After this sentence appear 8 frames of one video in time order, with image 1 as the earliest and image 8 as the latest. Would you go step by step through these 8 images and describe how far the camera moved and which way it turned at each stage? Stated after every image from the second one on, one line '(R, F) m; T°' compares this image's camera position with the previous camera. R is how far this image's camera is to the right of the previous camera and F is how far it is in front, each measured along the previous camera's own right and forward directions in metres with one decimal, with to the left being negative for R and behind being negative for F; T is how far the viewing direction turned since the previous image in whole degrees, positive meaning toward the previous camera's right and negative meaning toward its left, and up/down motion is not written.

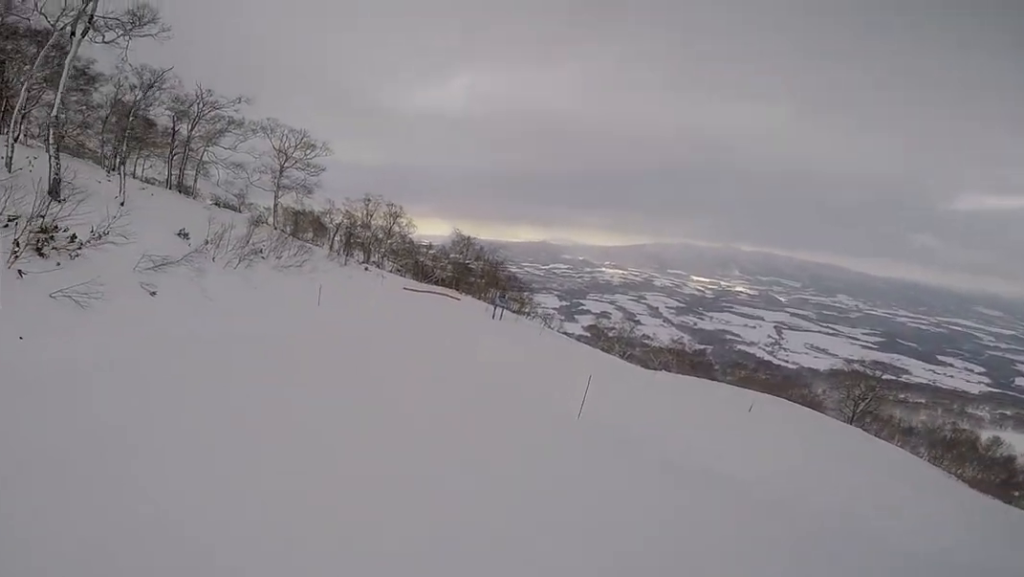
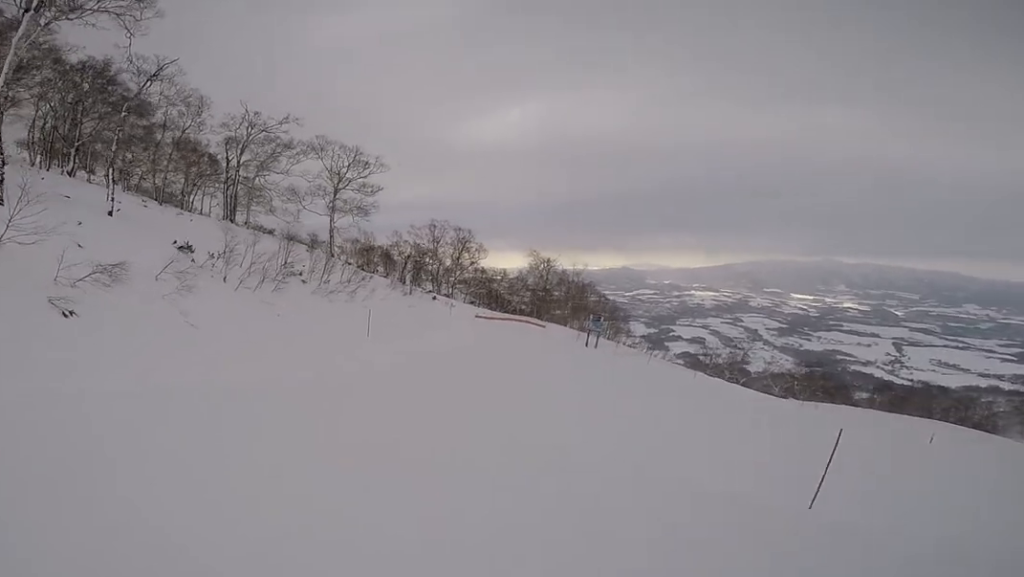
(-2.1, +6.9) m; -13°
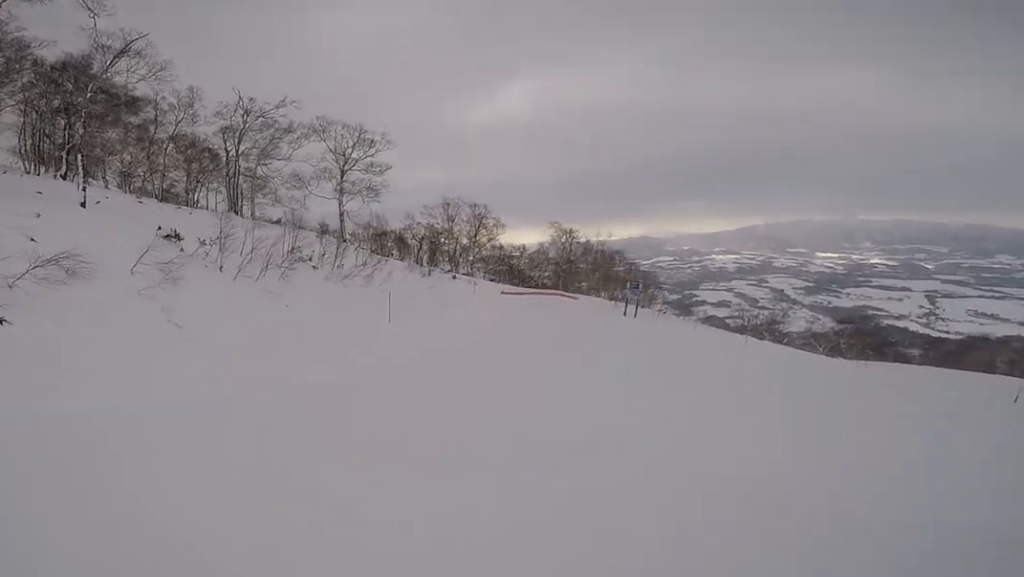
(+0.1, +3.0) m; +4°
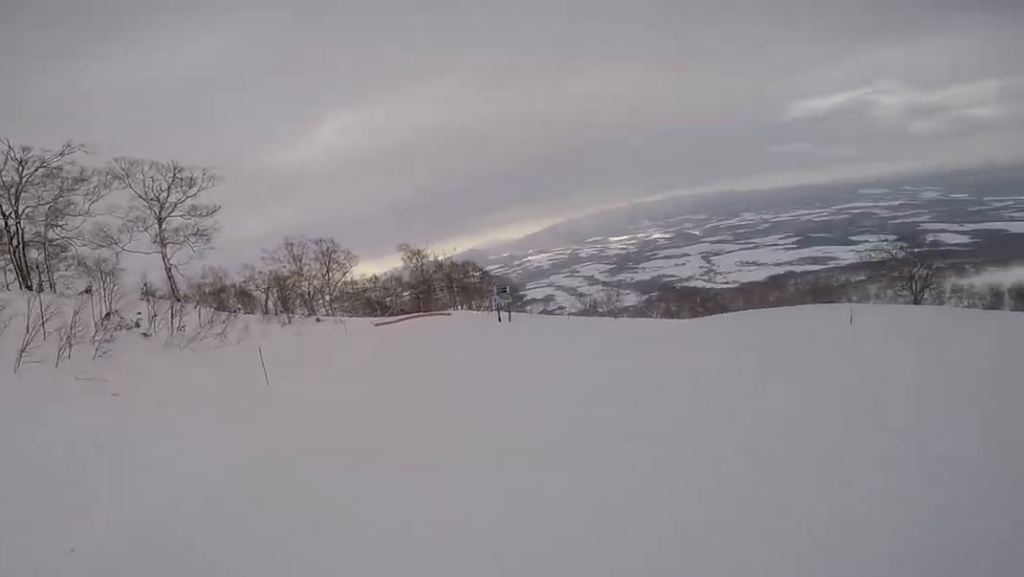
(+0.5, +5.1) m; +14°
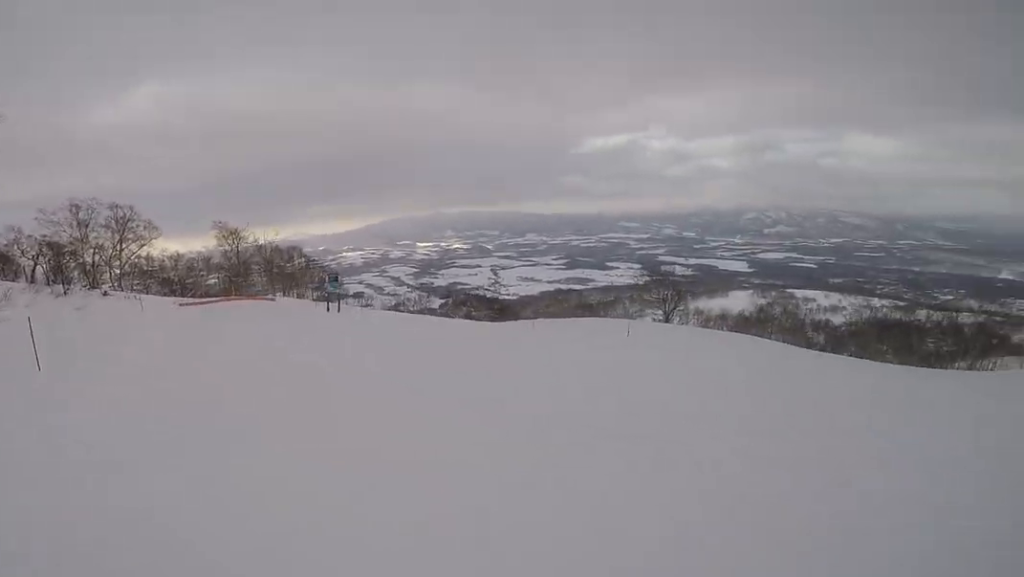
(-0.4, +2.8) m; +19°
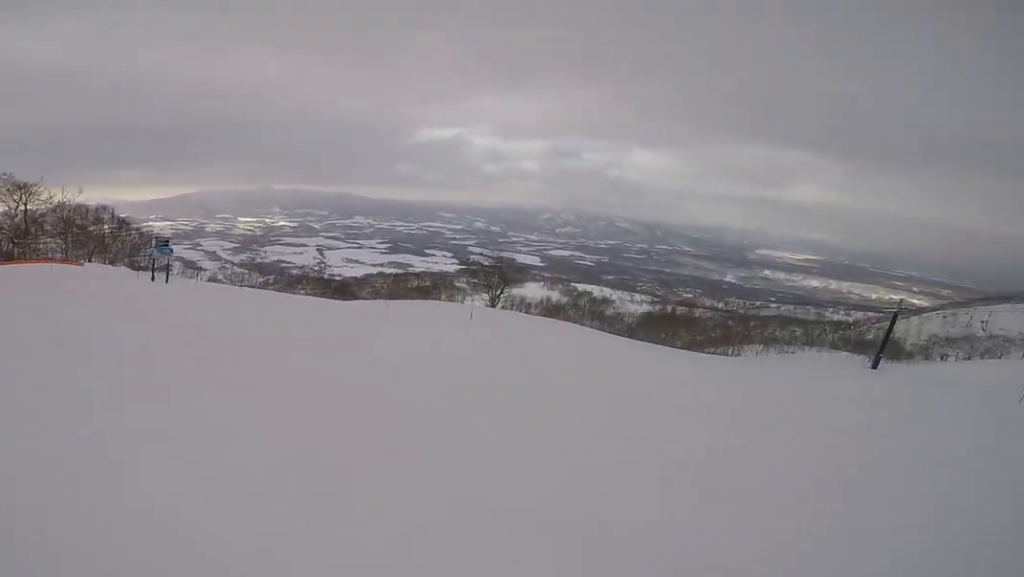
(+1.4, +3.4) m; +9°
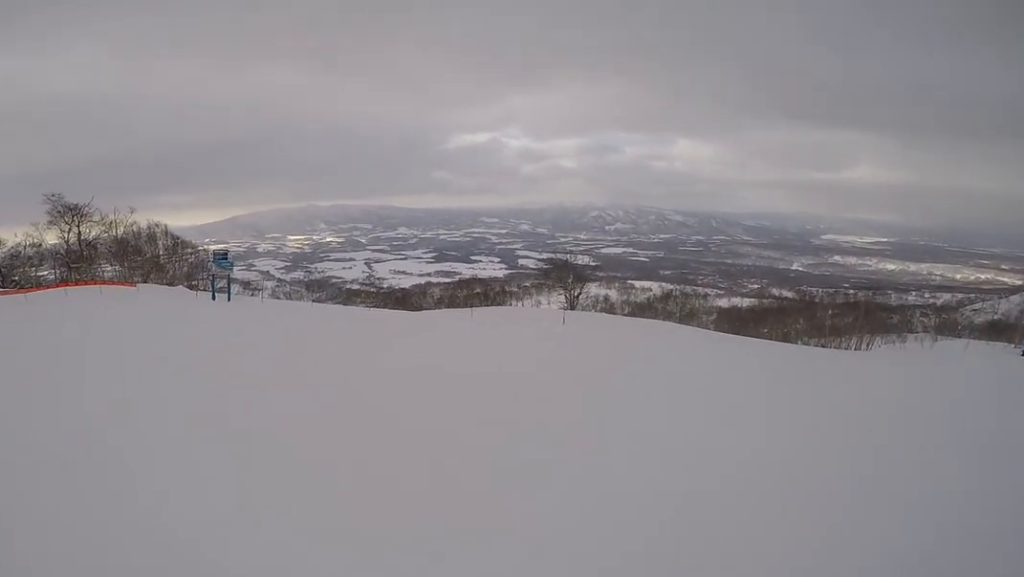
(-0.2, +5.4) m; -14°
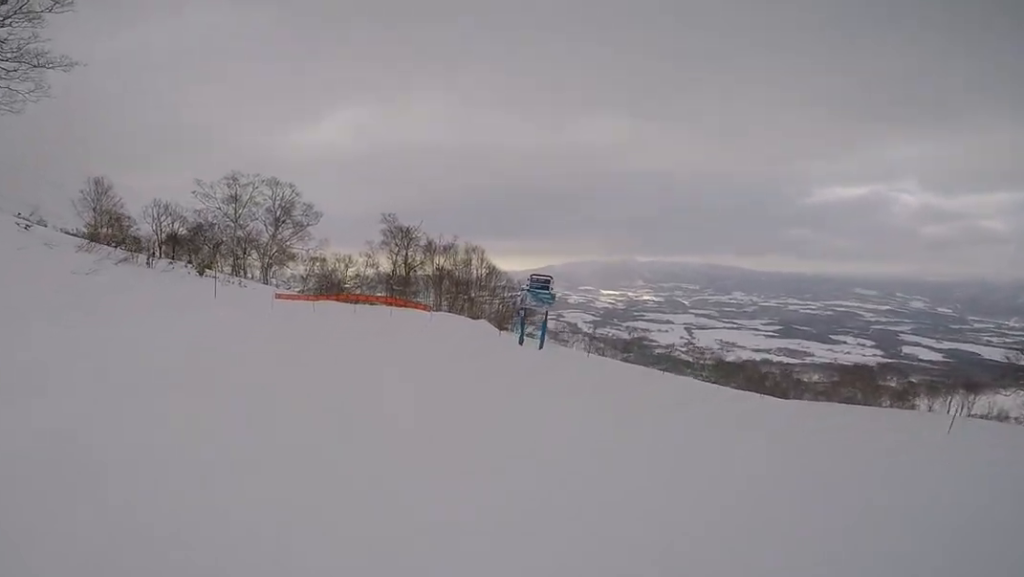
(-1.8, +7.8) m; -26°
